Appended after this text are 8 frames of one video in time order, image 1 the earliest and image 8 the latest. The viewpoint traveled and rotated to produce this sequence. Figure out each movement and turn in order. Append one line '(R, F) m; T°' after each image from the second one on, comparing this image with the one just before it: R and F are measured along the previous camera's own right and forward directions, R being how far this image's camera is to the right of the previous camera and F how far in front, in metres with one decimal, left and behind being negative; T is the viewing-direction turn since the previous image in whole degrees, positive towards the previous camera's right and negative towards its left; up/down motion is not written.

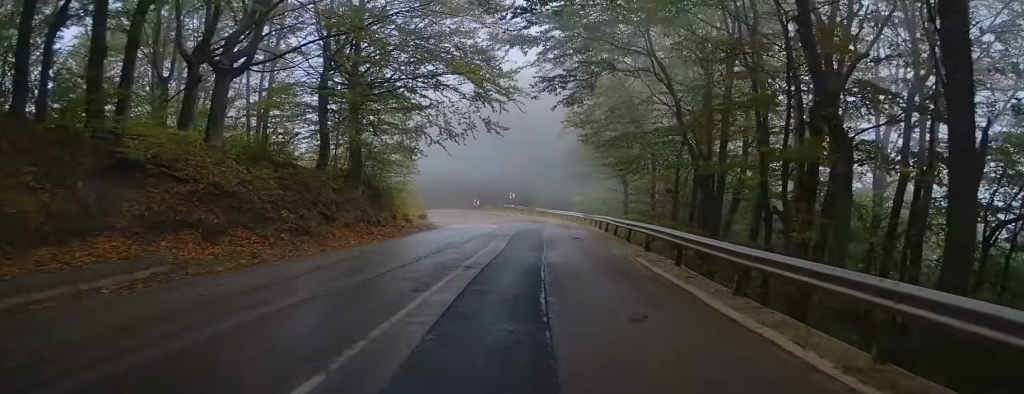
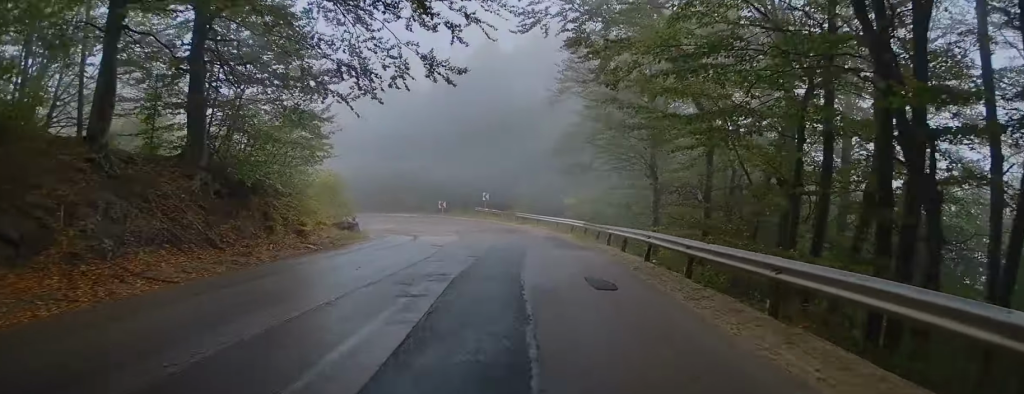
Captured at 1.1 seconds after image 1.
(+0.2, +11.5) m; +4°
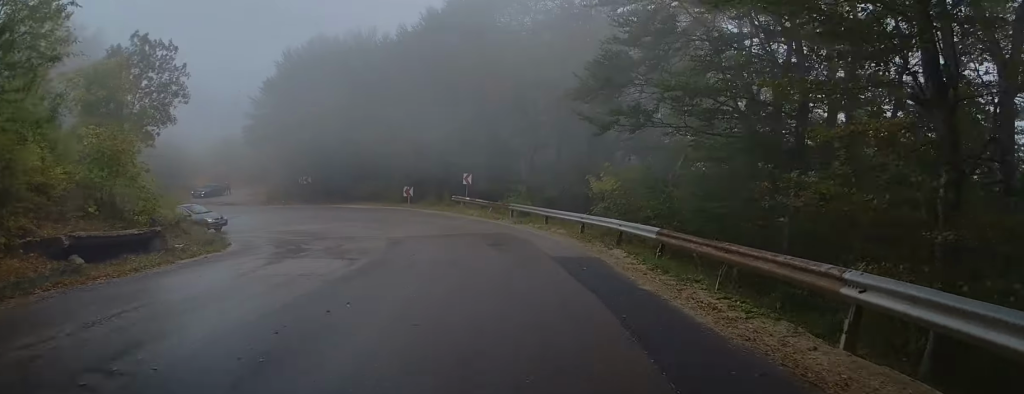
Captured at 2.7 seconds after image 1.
(+0.1, +17.5) m; -2°
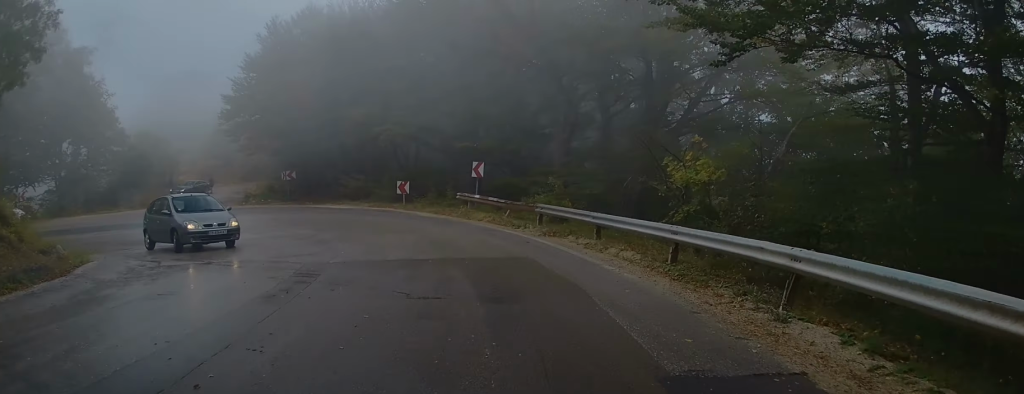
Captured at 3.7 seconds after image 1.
(-0.2, +10.7) m; -4°
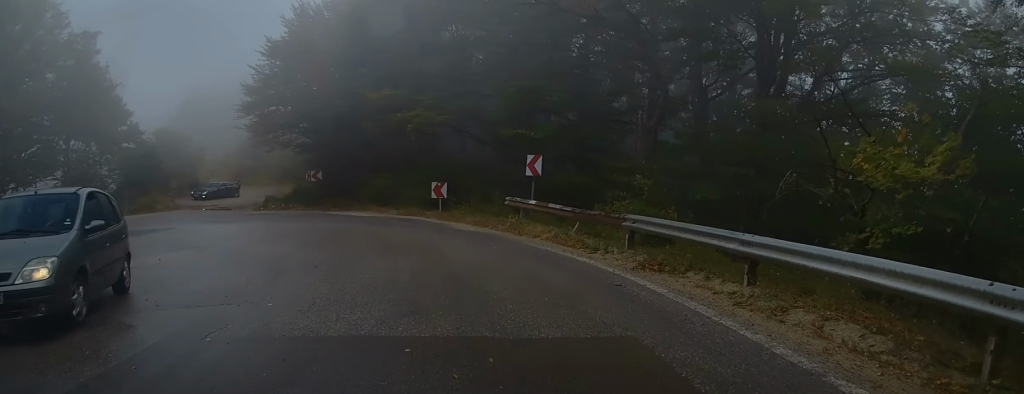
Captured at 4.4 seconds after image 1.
(-0.1, +7.3) m; -5°
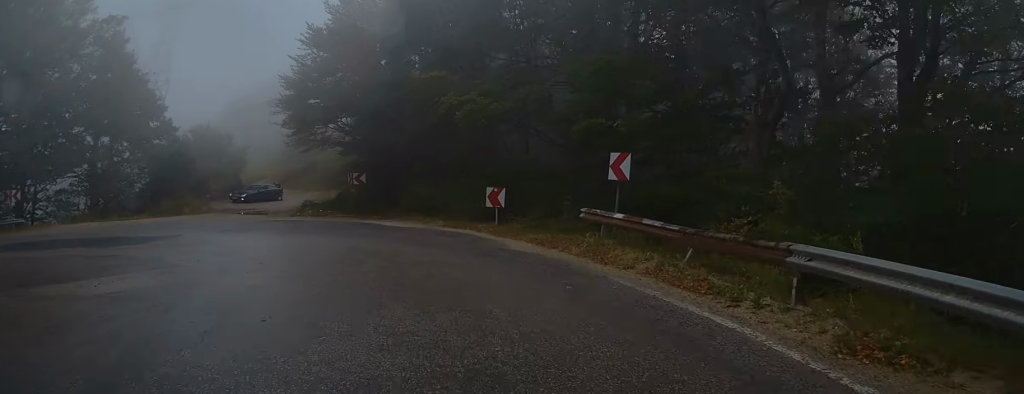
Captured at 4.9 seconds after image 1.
(-0.5, +5.2) m; -5°
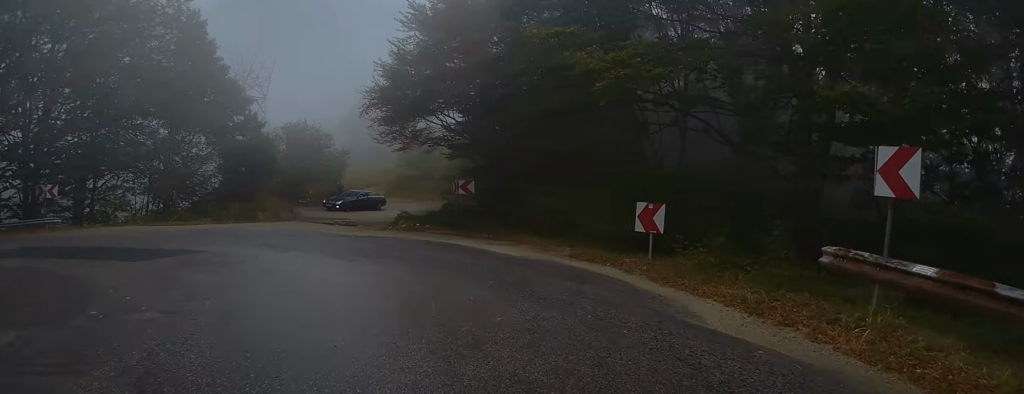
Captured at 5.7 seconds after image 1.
(-0.4, +7.3) m; -9°
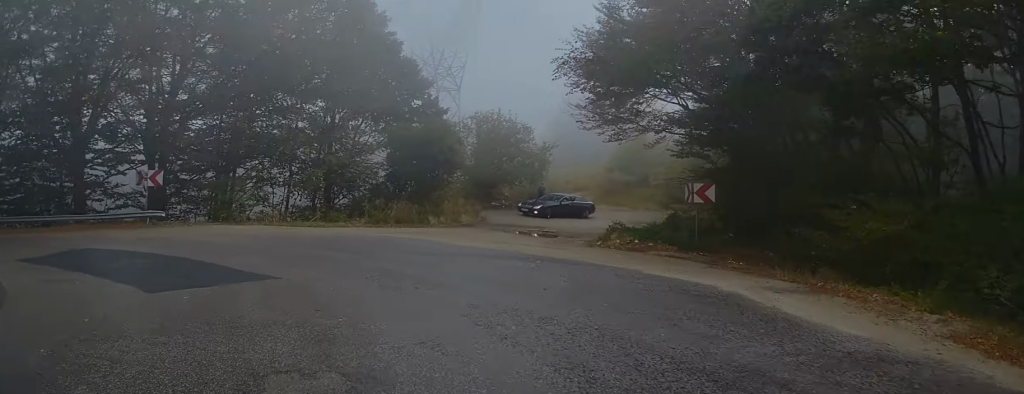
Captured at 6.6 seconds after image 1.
(-0.8, +7.9) m; -16°
